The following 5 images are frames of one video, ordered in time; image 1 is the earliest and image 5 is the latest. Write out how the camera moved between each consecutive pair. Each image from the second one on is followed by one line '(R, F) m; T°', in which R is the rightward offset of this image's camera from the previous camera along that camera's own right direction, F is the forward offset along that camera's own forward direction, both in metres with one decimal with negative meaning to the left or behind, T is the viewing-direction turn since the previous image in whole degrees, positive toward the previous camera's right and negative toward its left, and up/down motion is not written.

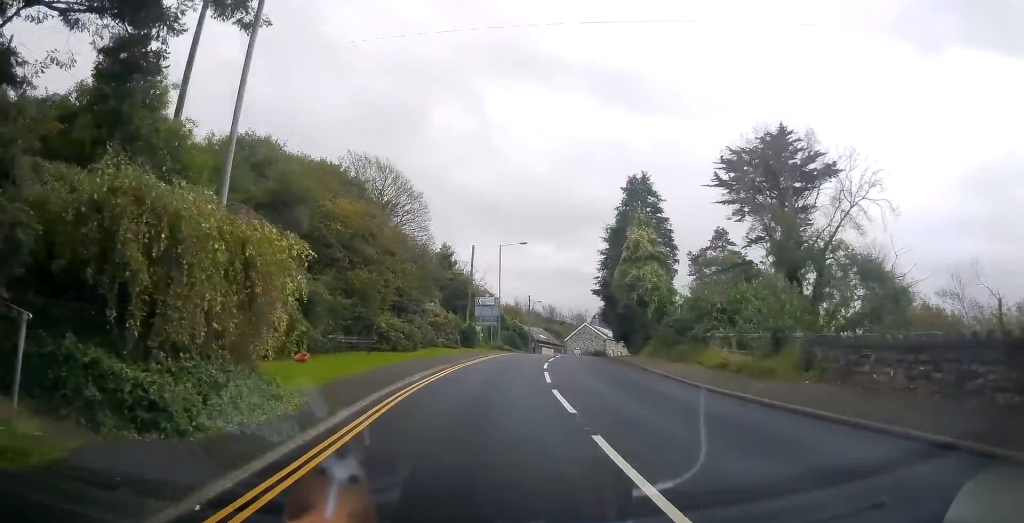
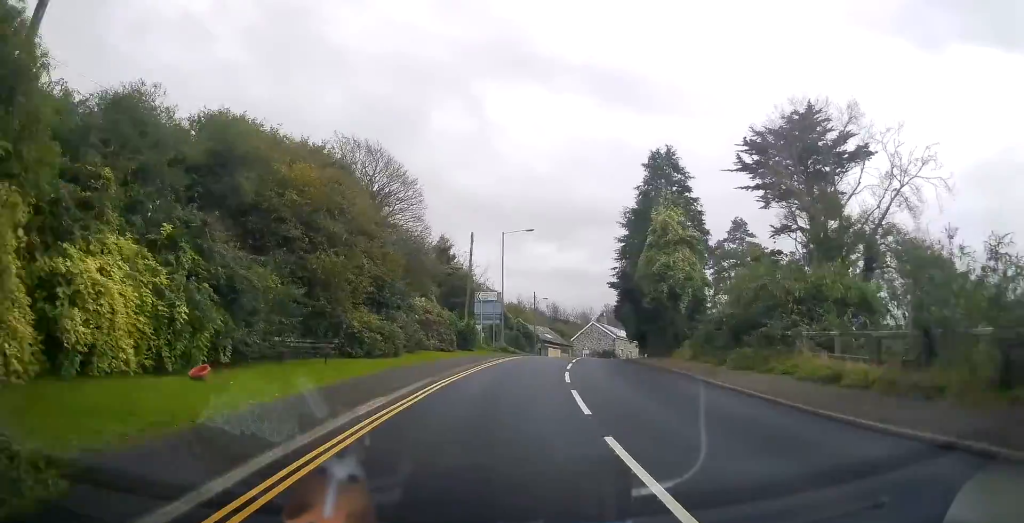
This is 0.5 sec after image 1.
(-0.1, +5.9) m; 0°
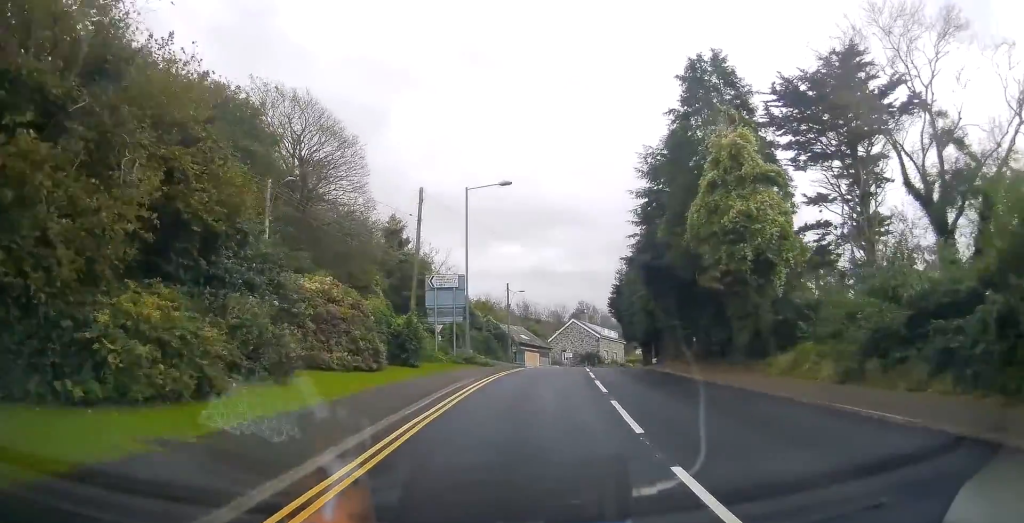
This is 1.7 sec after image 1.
(+0.3, +13.4) m; +4°
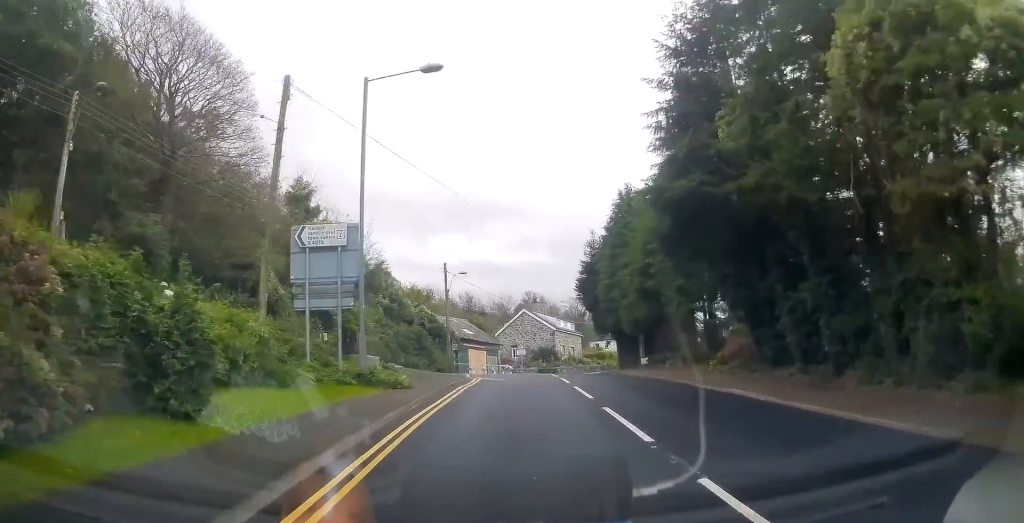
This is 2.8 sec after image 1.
(+0.6, +12.3) m; +5°
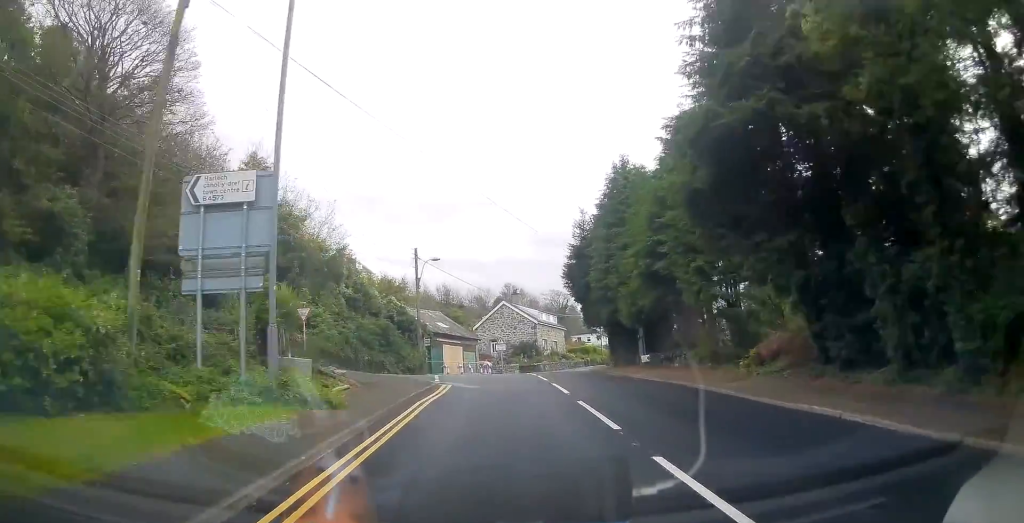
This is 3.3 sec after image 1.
(0.0, +4.8) m; +2°
